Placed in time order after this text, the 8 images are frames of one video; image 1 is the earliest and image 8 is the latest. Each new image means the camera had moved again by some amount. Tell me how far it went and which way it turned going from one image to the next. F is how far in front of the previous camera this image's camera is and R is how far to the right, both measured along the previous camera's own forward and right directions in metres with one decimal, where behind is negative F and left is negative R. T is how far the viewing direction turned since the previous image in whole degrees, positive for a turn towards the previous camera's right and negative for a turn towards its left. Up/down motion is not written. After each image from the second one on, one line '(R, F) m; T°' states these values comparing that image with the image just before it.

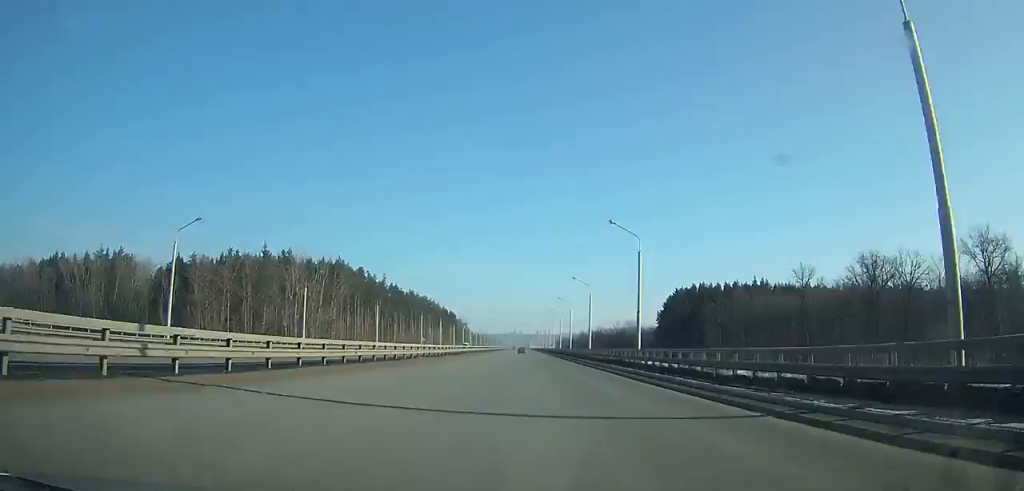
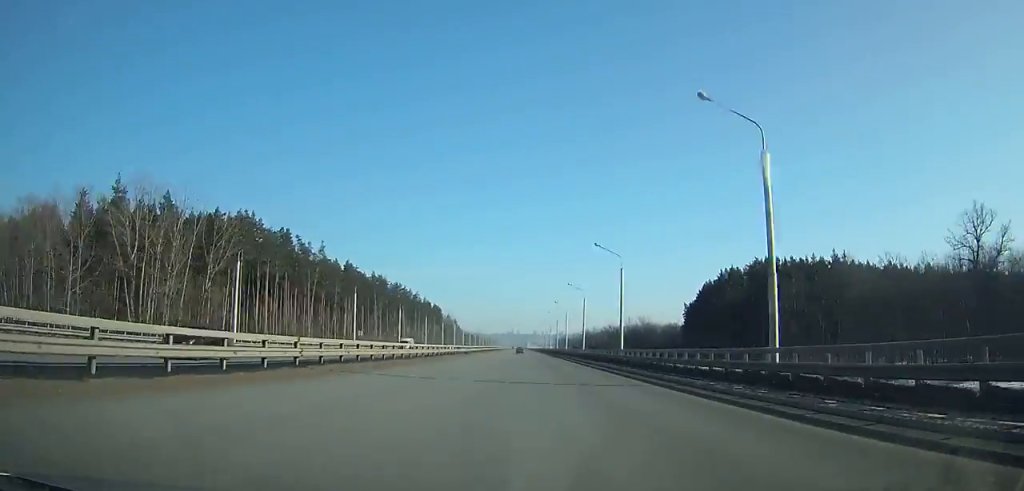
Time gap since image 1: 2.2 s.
(0.0, +60.3) m; 0°
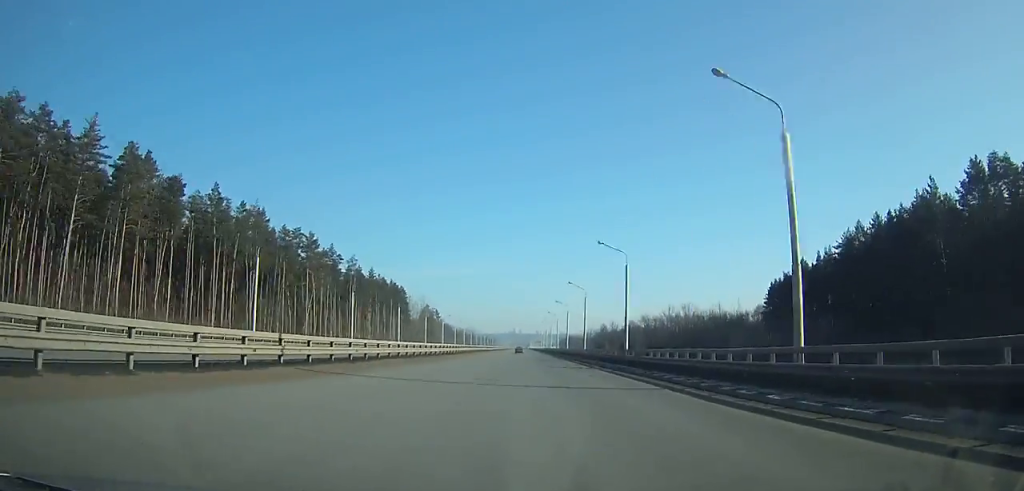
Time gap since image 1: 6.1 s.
(0.0, +106.3) m; 0°
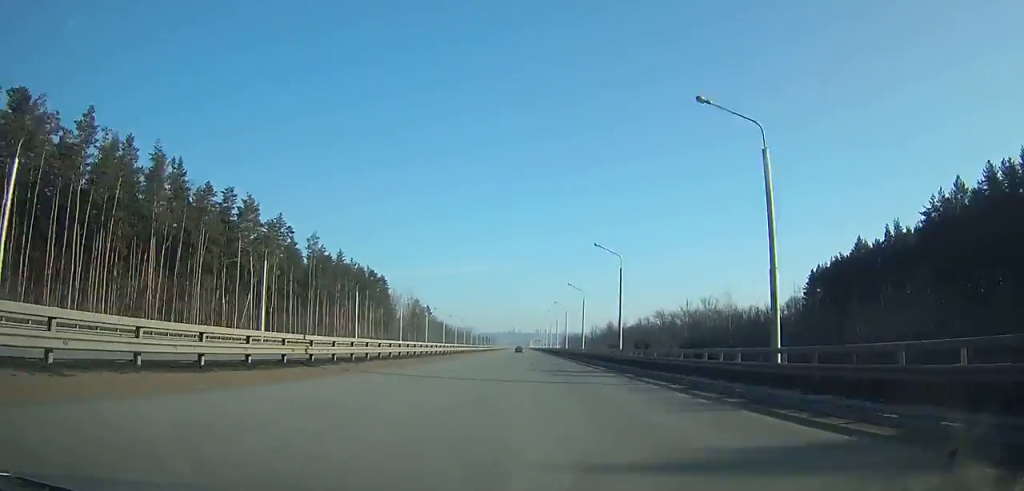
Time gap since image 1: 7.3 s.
(-0.1, +32.5) m; 0°
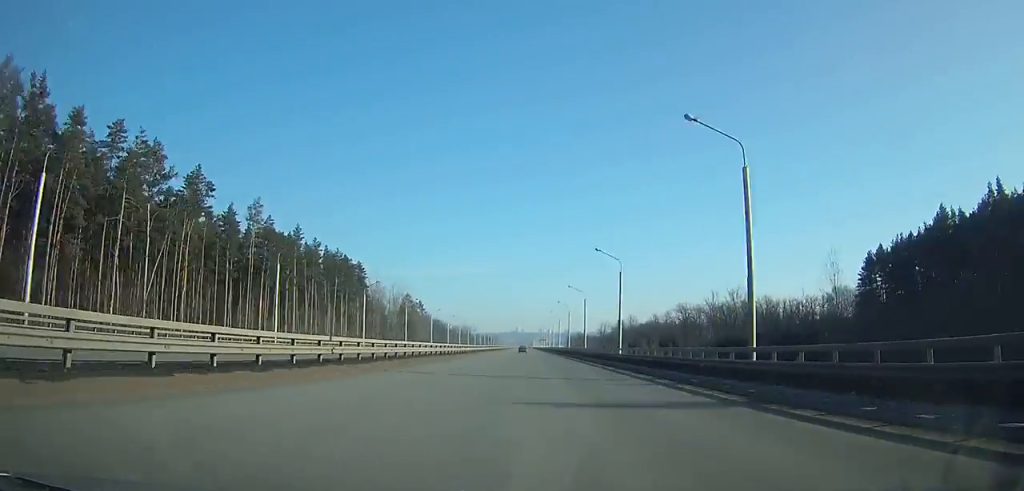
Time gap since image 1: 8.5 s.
(0.0, +32.3) m; 0°
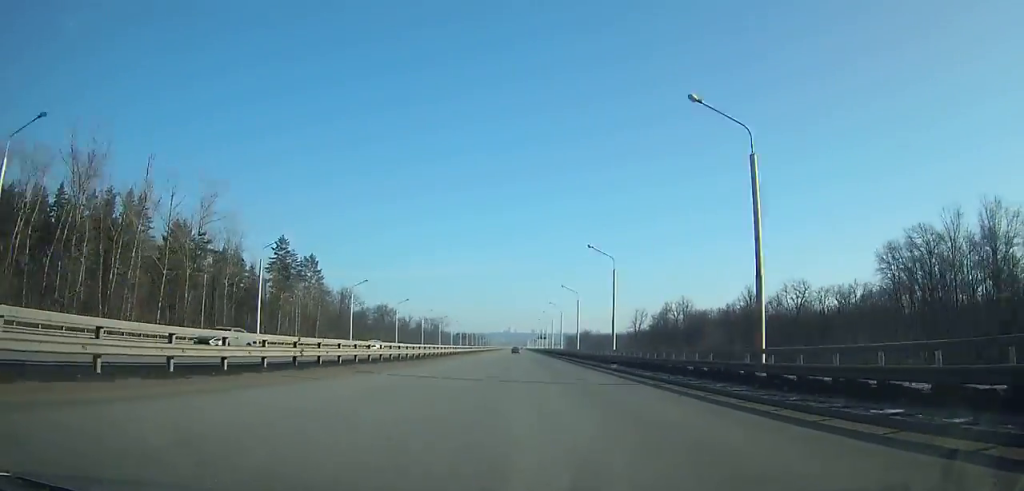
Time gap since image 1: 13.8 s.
(+0.5, +141.5) m; 0°
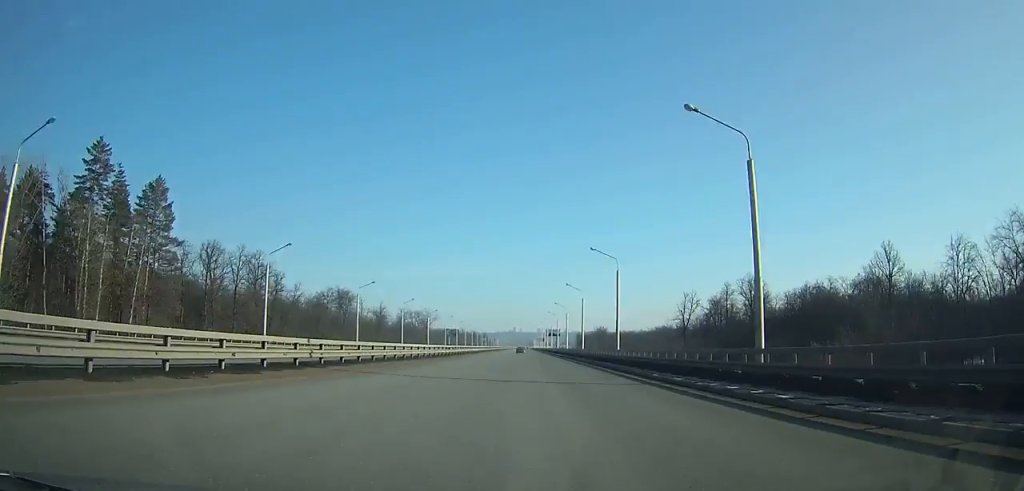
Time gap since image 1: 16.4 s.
(-0.1, +68.4) m; 0°
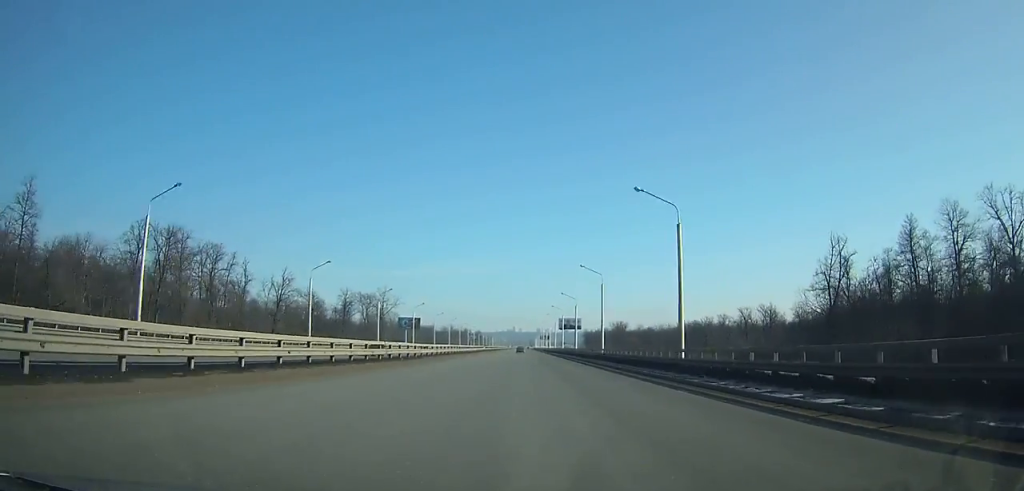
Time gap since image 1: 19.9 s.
(-0.2, +91.1) m; 0°
